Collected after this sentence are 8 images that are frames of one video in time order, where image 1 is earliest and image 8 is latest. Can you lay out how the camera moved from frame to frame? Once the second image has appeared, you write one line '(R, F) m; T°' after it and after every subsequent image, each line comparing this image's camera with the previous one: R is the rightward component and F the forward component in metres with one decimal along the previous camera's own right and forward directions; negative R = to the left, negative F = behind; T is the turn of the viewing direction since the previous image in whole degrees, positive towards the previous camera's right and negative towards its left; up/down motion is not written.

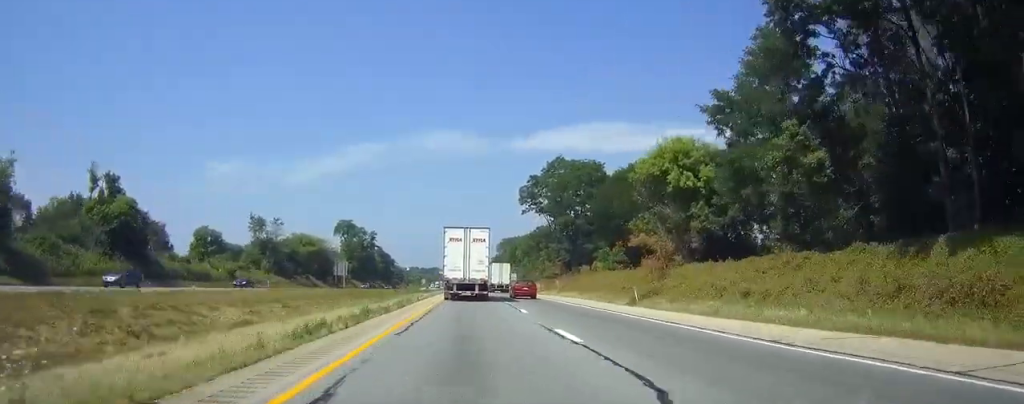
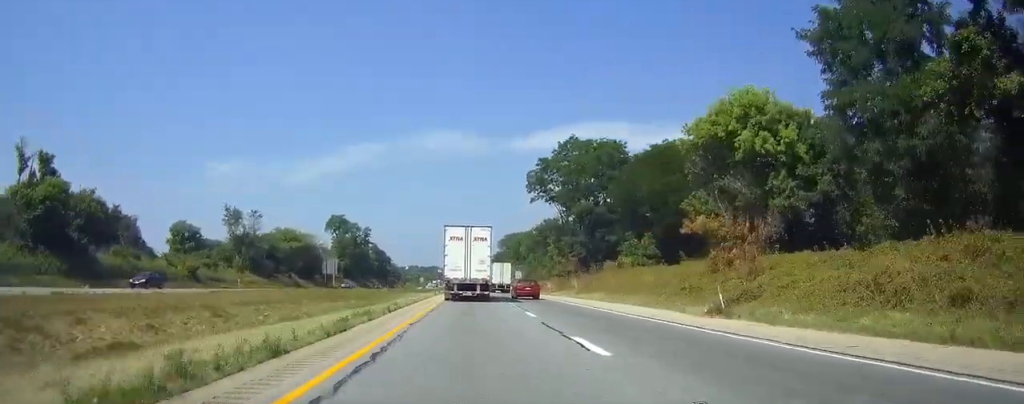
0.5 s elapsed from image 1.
(0.0, +14.3) m; 0°
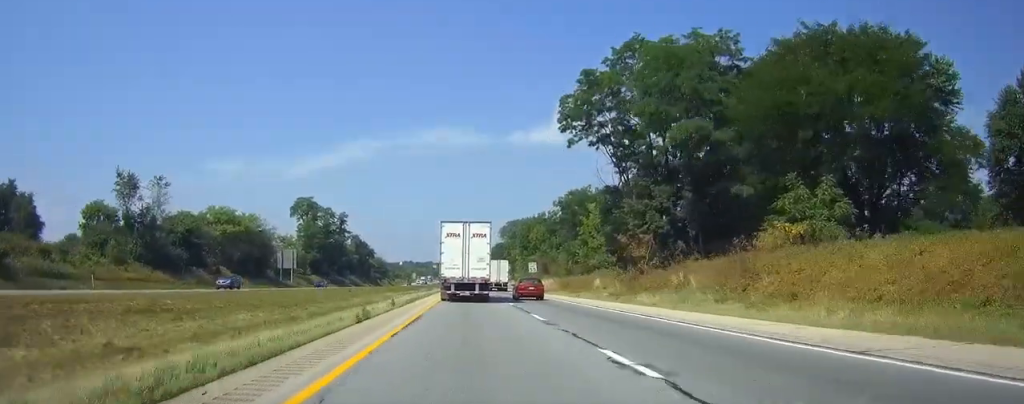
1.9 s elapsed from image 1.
(0.0, +39.0) m; 0°
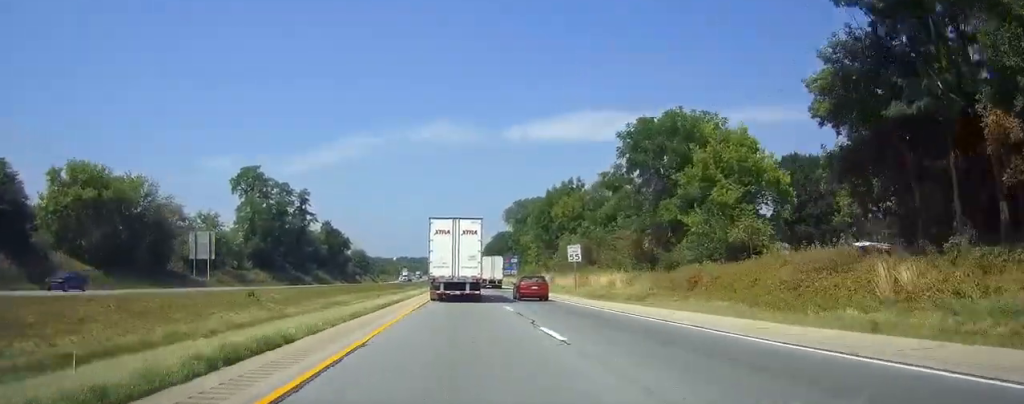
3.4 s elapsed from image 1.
(+0.5, +44.1) m; +1°
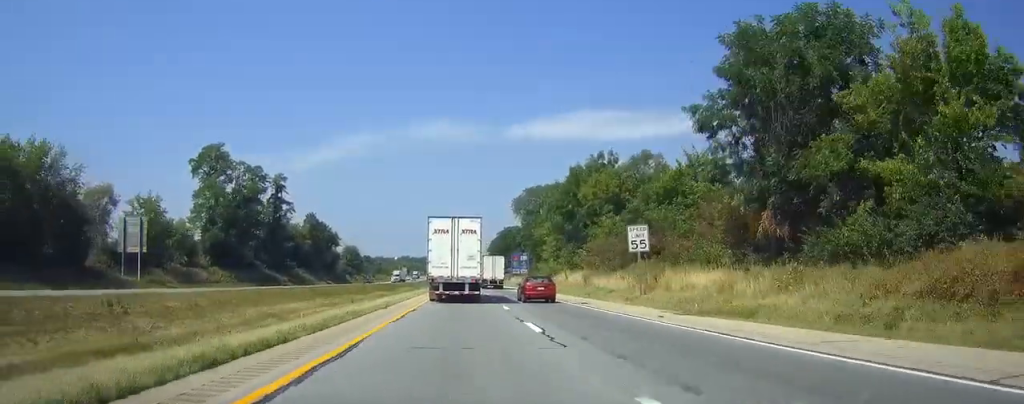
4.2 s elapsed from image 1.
(0.0, +22.3) m; 0°
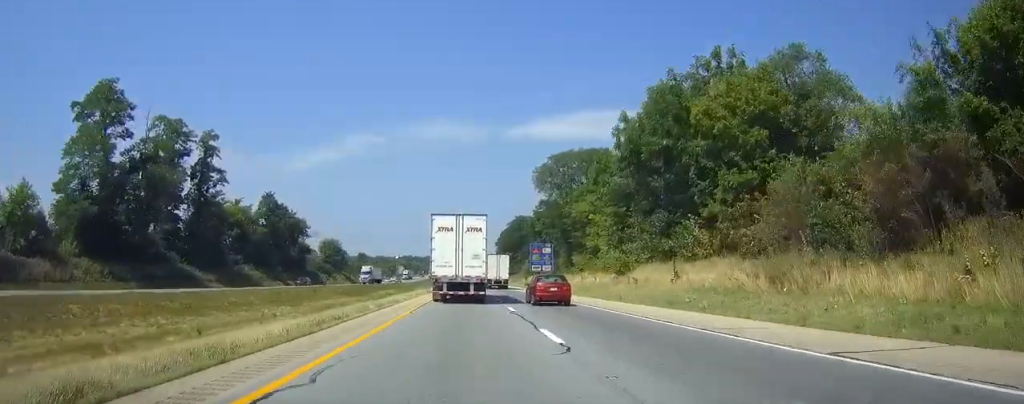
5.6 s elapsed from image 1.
(-0.5, +39.1) m; -1°
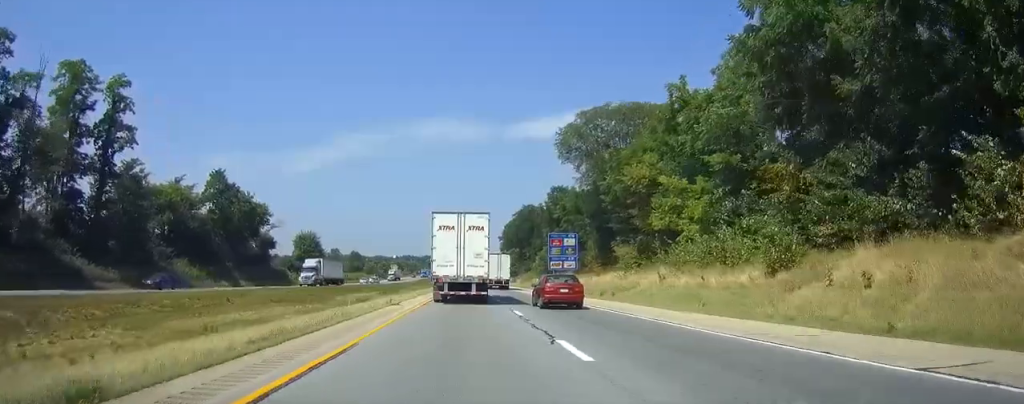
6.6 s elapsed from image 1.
(-0.1, +27.1) m; 0°
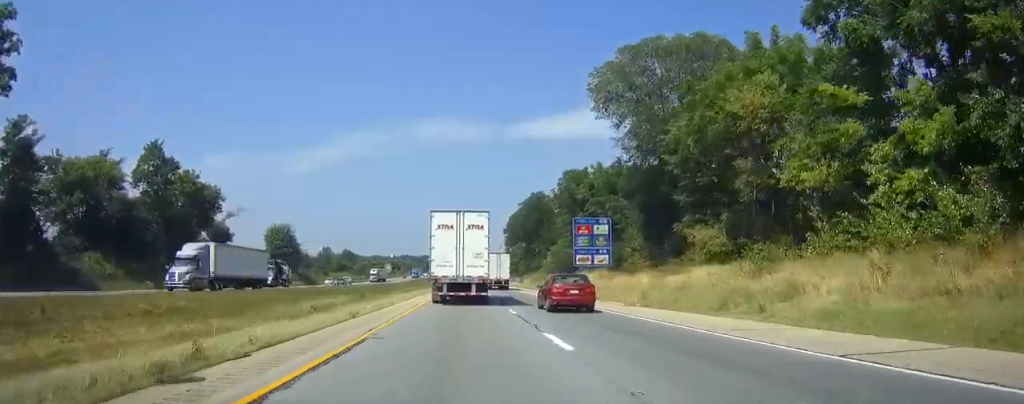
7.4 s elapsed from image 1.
(+0.1, +22.4) m; 0°
